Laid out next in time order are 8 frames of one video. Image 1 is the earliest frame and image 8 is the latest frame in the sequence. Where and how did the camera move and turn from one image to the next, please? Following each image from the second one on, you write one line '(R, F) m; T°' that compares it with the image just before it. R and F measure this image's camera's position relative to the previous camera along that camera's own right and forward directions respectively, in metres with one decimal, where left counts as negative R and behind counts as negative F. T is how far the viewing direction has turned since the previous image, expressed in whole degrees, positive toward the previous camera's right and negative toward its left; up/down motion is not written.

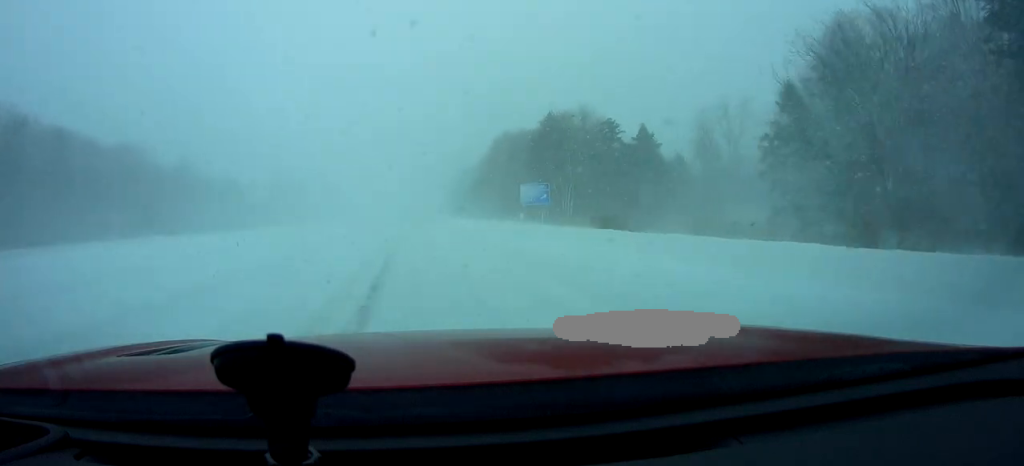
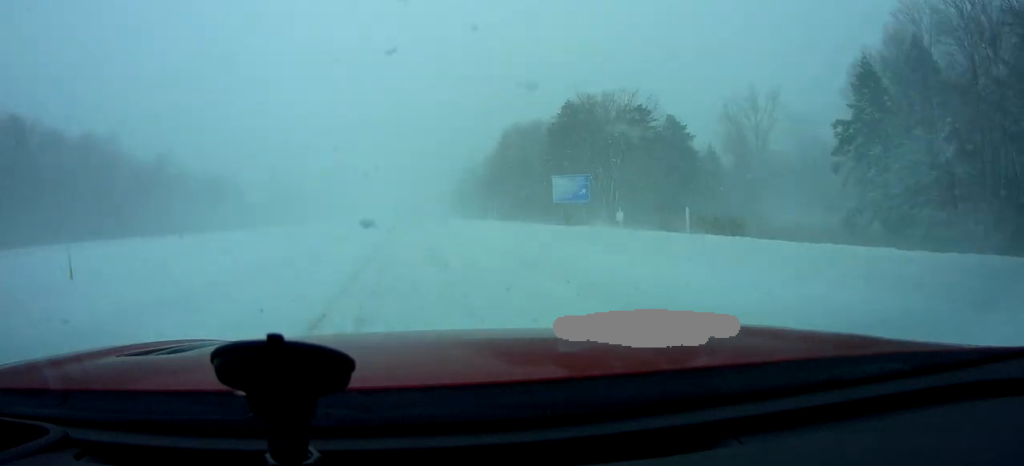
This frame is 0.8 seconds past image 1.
(+0.3, +13.4) m; +1°
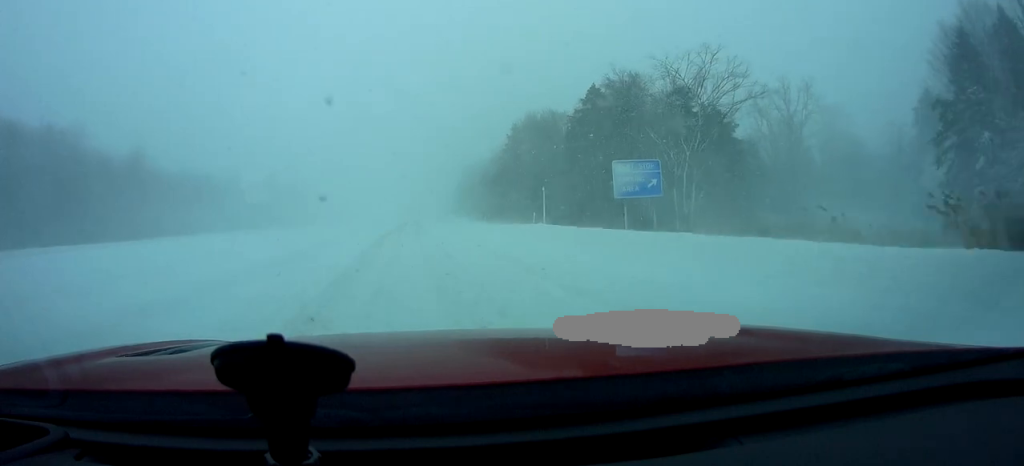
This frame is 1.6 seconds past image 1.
(+0.1, +13.8) m; -2°
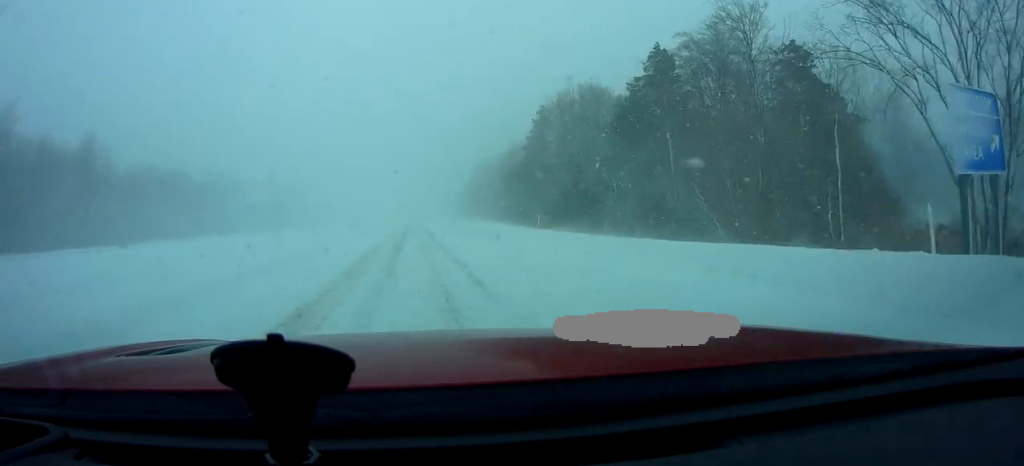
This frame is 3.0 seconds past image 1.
(-0.8, +22.7) m; -1°
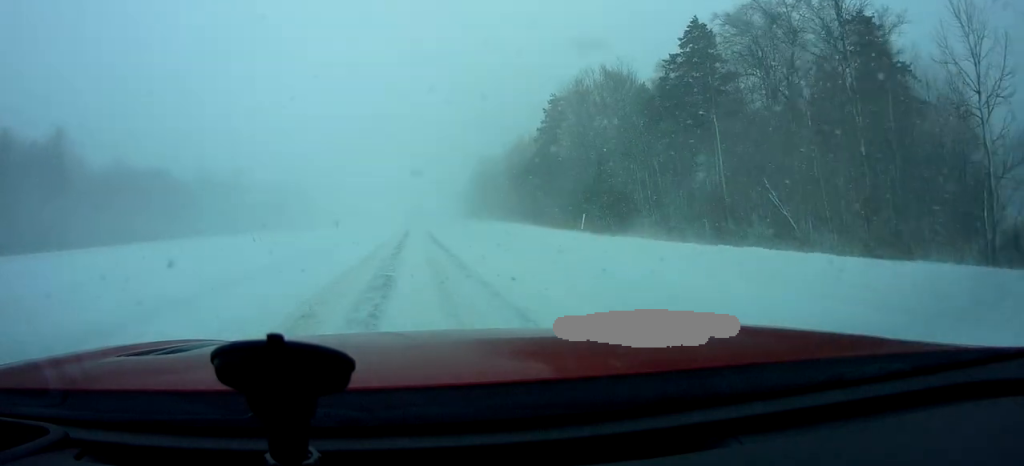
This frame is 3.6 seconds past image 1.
(-0.1, +9.6) m; +1°
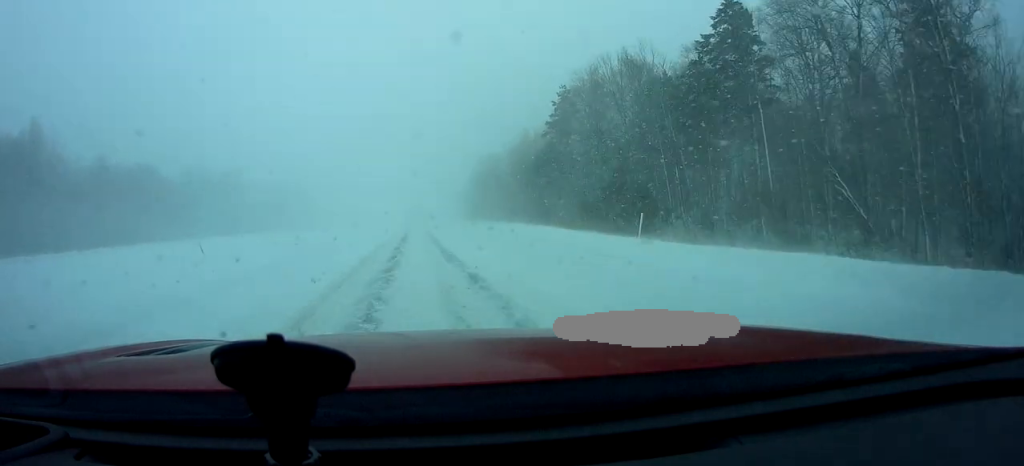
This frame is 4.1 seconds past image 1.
(+0.2, +6.9) m; +1°
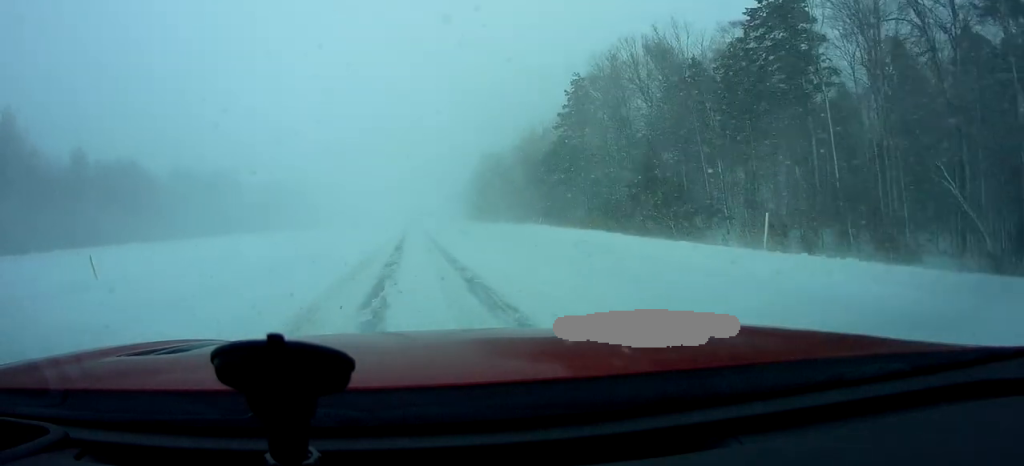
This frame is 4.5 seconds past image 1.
(+0.1, +7.4) m; +1°
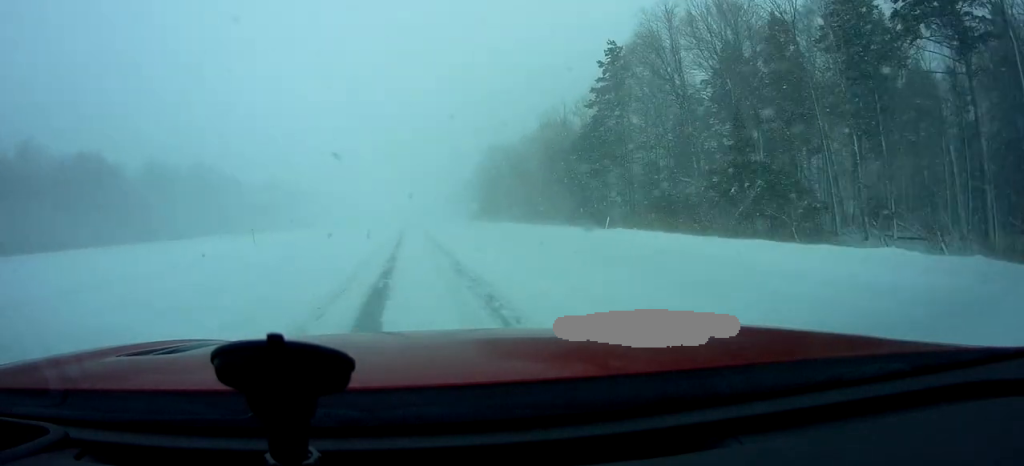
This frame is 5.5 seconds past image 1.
(+0.1, +15.3) m; -2°
